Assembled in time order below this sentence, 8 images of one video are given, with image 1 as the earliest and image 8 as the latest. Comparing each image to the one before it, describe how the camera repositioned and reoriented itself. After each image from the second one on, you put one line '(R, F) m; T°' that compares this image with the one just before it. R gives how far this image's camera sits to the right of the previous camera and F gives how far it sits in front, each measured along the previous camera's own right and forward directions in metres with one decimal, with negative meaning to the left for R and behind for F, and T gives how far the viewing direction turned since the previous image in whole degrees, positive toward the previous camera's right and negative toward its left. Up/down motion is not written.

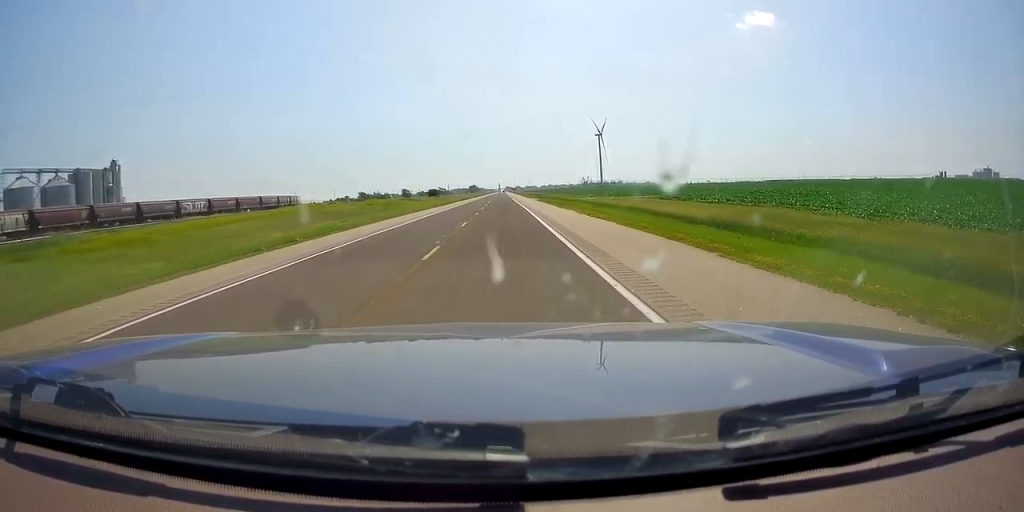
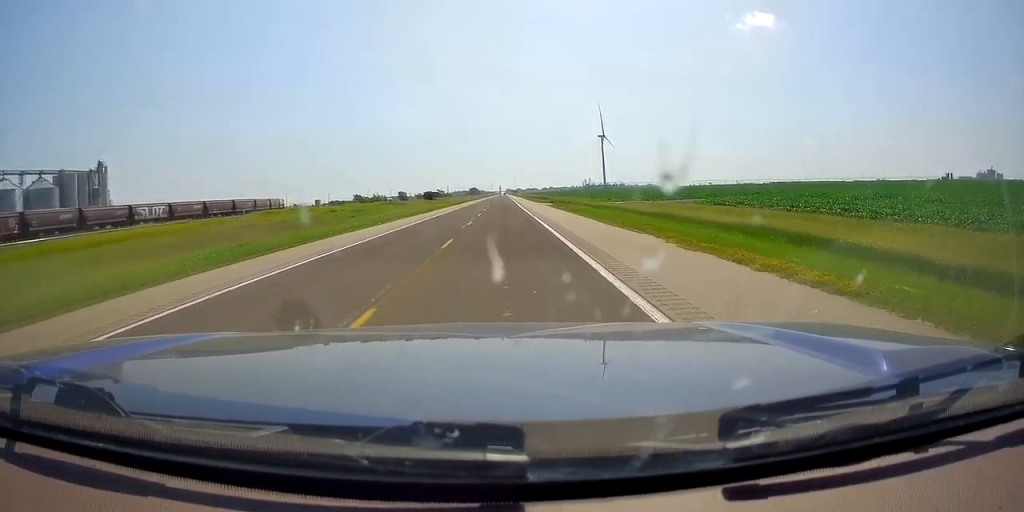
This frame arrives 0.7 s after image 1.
(-0.4, +21.1) m; 0°
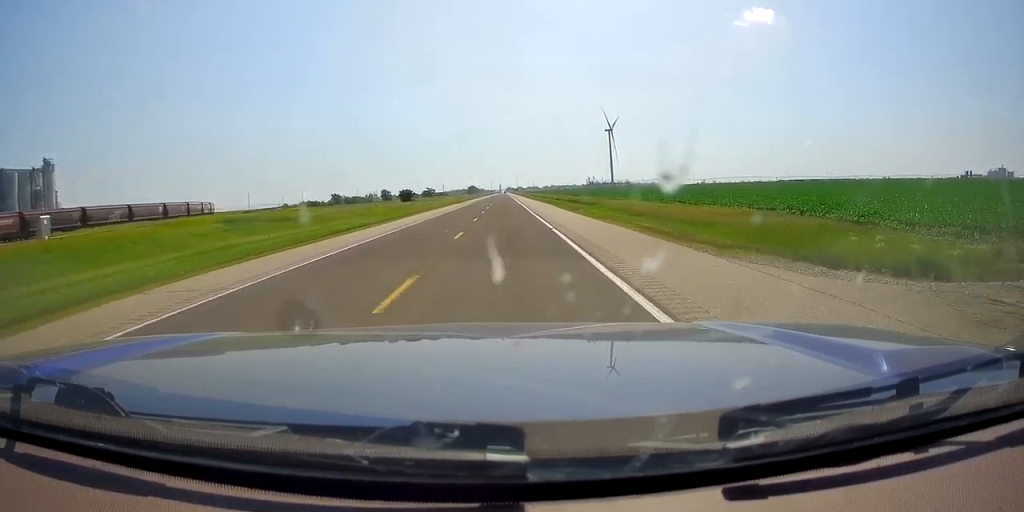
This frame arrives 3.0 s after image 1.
(+1.0, +70.2) m; +1°
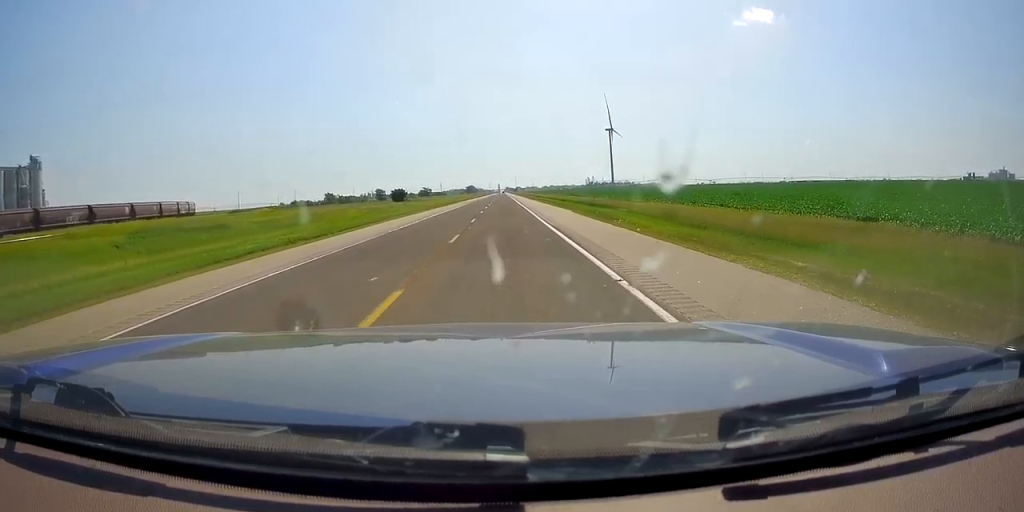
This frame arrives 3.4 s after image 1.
(0.0, +14.0) m; 0°
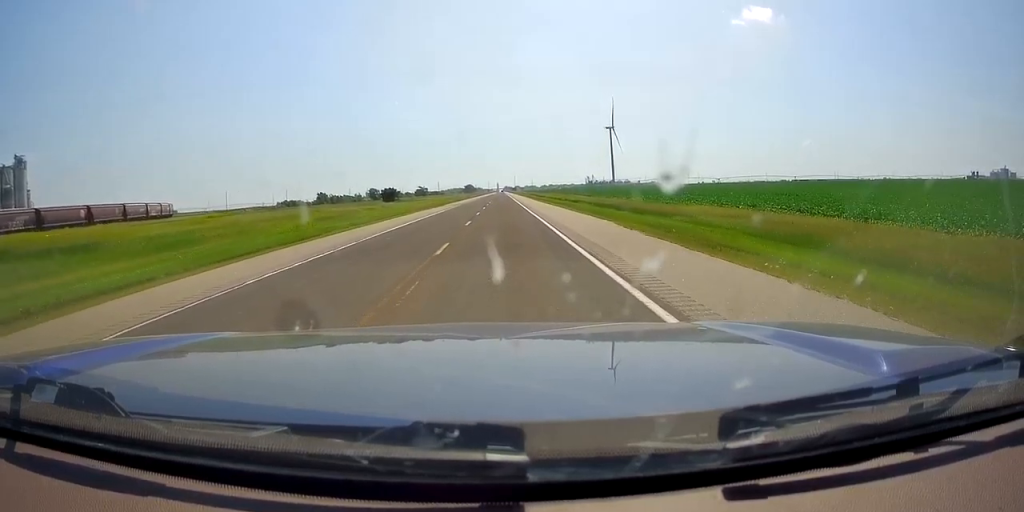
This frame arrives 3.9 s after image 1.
(+0.1, +16.0) m; -1°
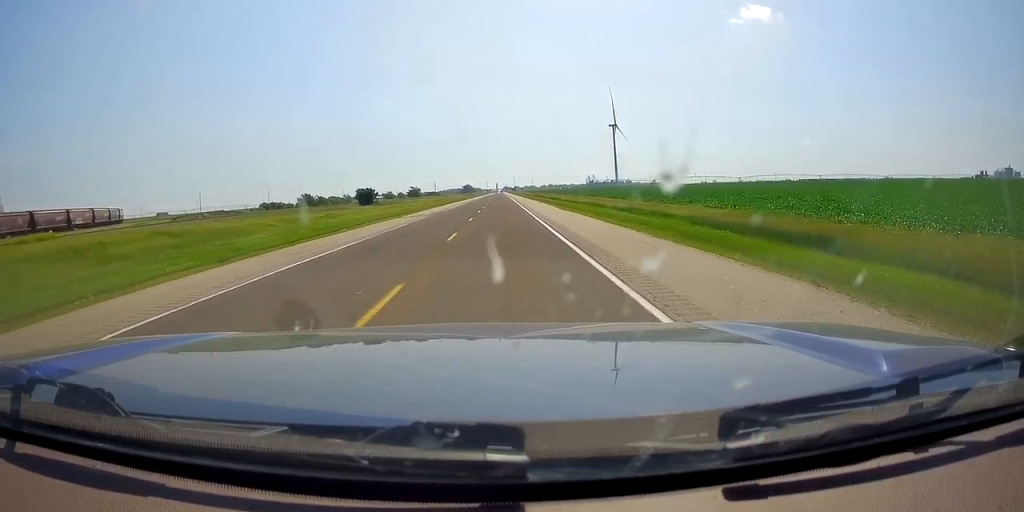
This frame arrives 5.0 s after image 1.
(-0.6, +32.5) m; 0°
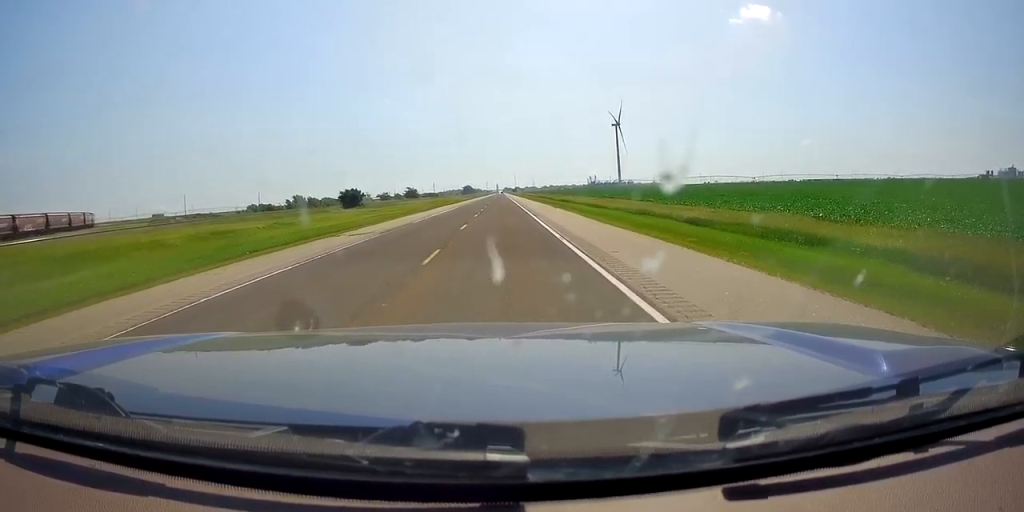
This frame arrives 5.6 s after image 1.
(+0.3, +18.1) m; +1°
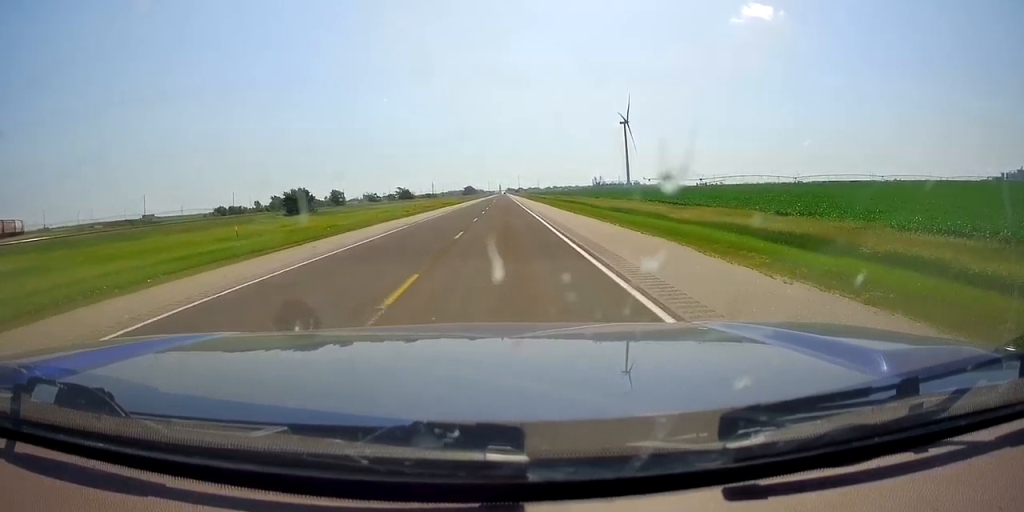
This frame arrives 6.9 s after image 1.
(+0.3, +41.7) m; 0°
